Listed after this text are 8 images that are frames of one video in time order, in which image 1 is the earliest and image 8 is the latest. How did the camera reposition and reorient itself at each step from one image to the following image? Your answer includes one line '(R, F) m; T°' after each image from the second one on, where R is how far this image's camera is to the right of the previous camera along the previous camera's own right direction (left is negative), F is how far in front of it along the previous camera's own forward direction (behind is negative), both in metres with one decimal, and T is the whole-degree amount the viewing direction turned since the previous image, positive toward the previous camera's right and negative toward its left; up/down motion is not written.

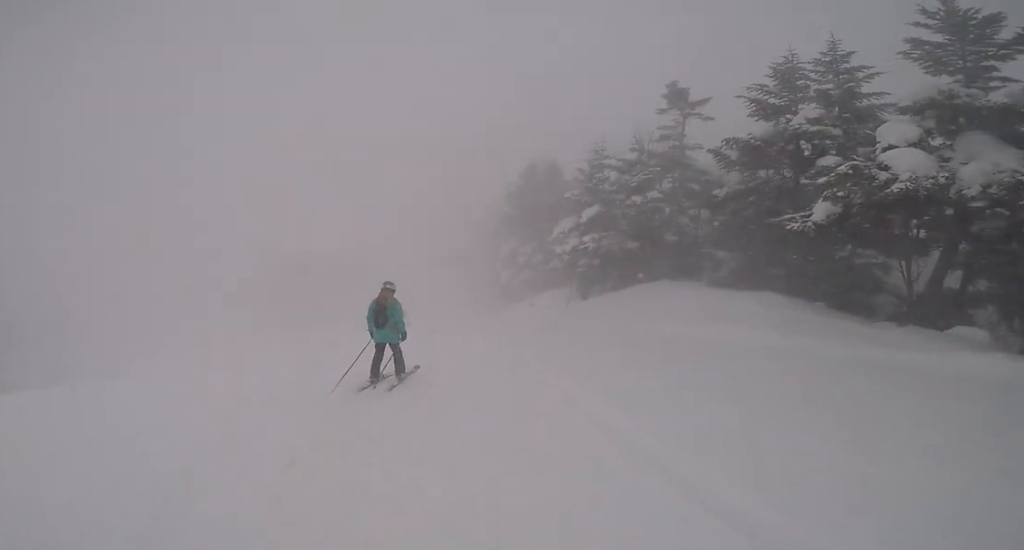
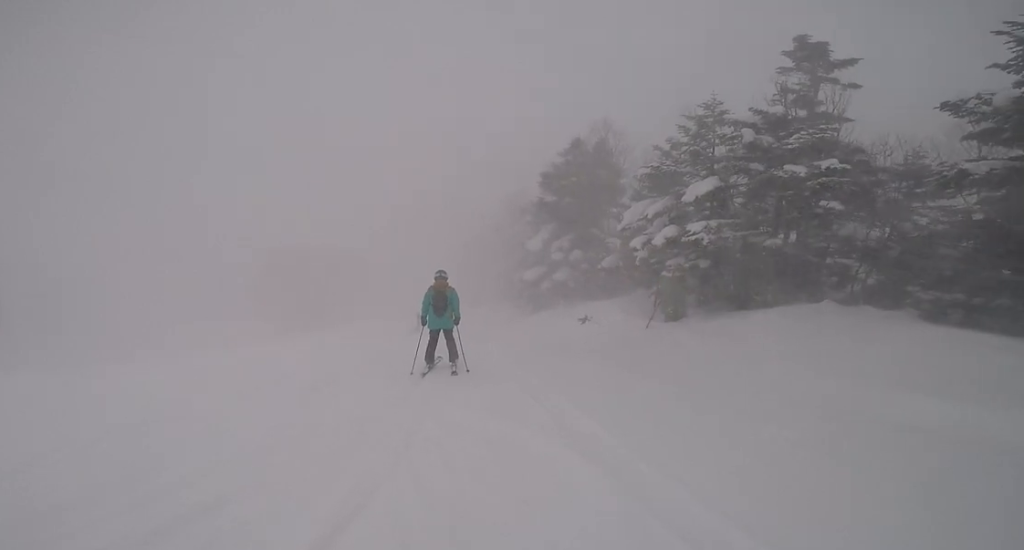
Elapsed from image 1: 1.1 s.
(-0.3, +4.9) m; +3°
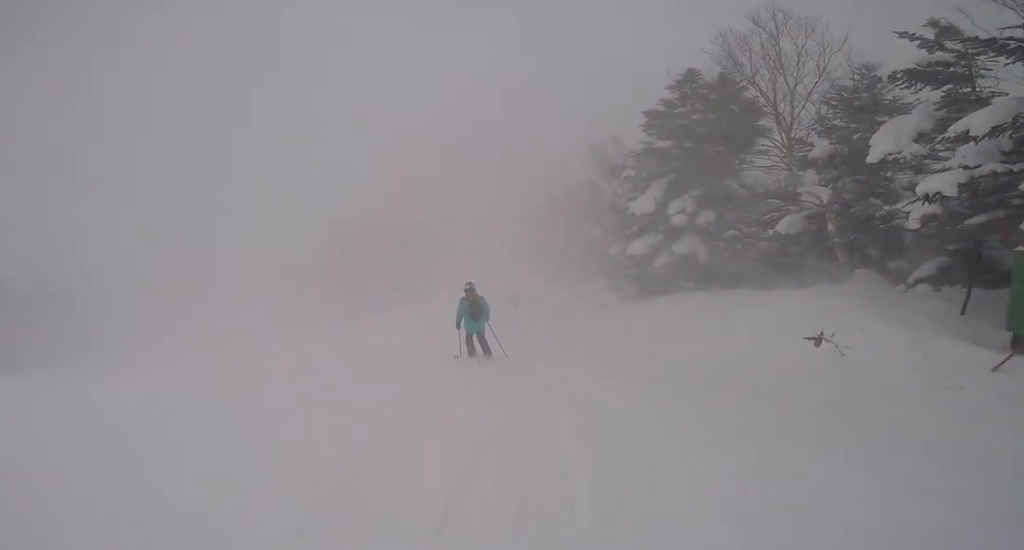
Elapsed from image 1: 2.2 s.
(+0.6, +5.4) m; 0°
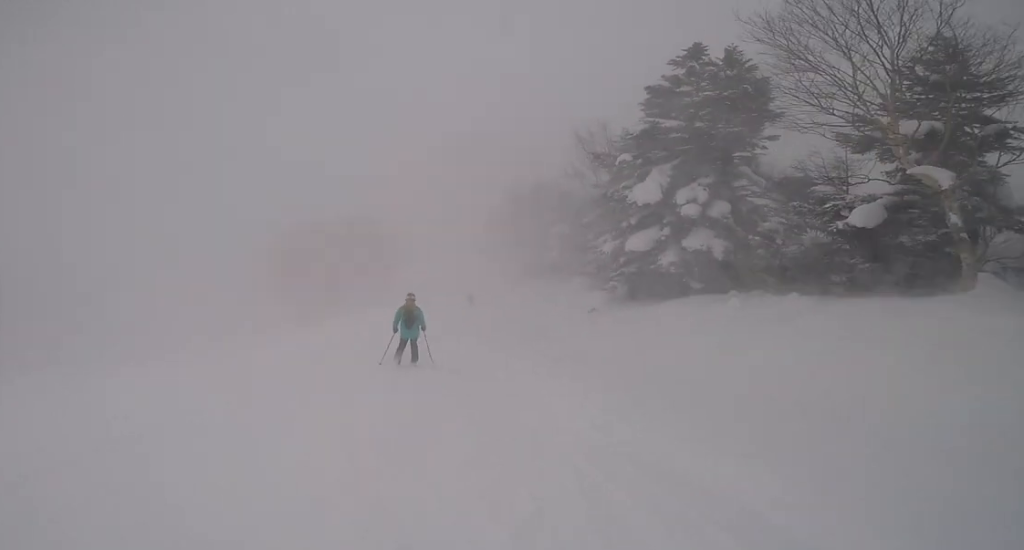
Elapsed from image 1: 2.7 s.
(-0.4, +3.0) m; 0°
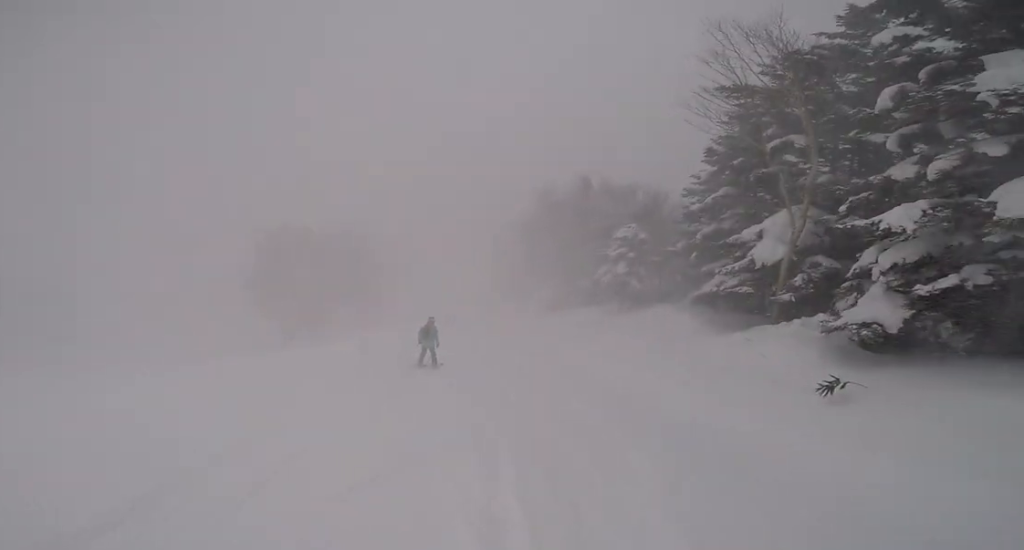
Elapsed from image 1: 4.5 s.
(+0.1, +10.0) m; -1°
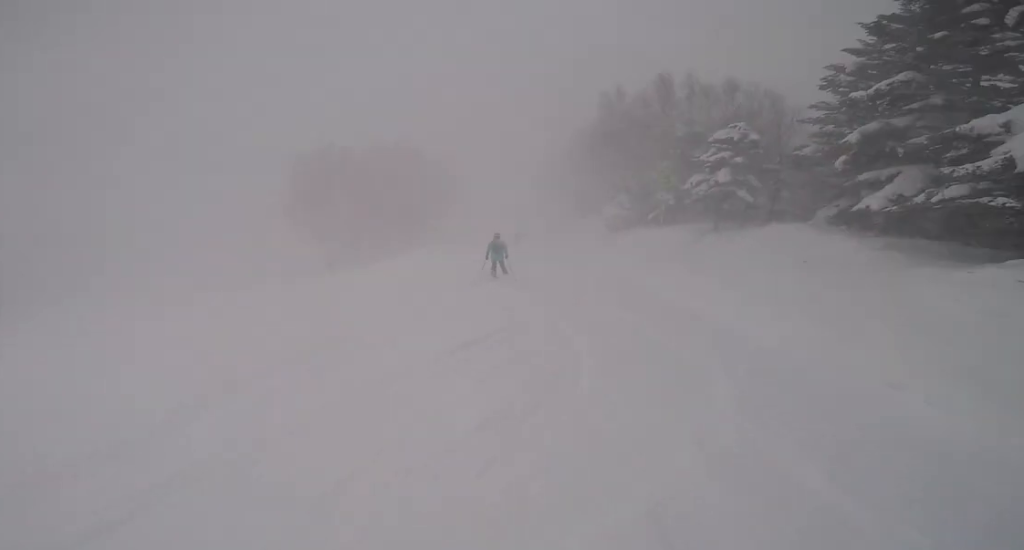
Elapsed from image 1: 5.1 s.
(-0.3, +3.5) m; -1°
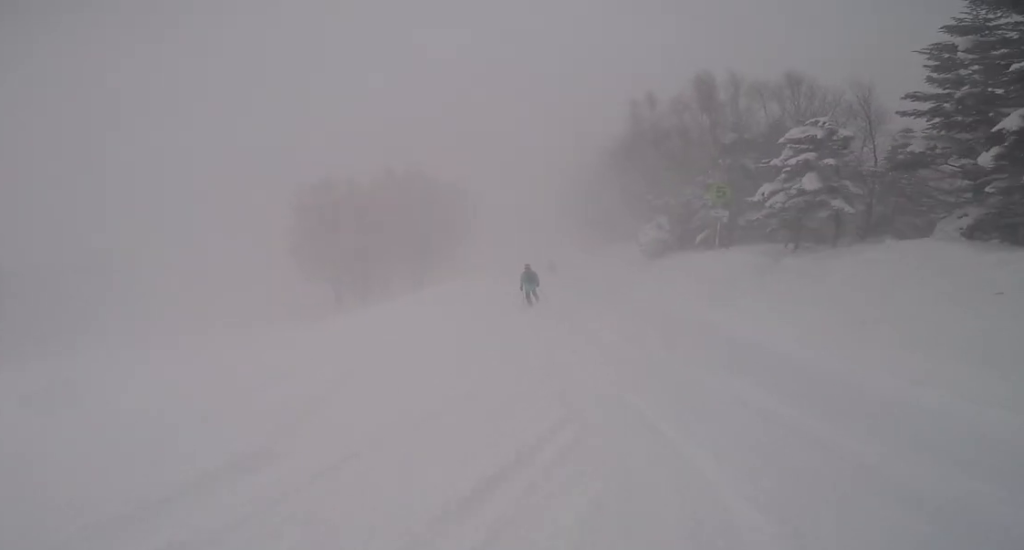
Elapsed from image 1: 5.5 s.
(+0.1, +3.2) m; 0°
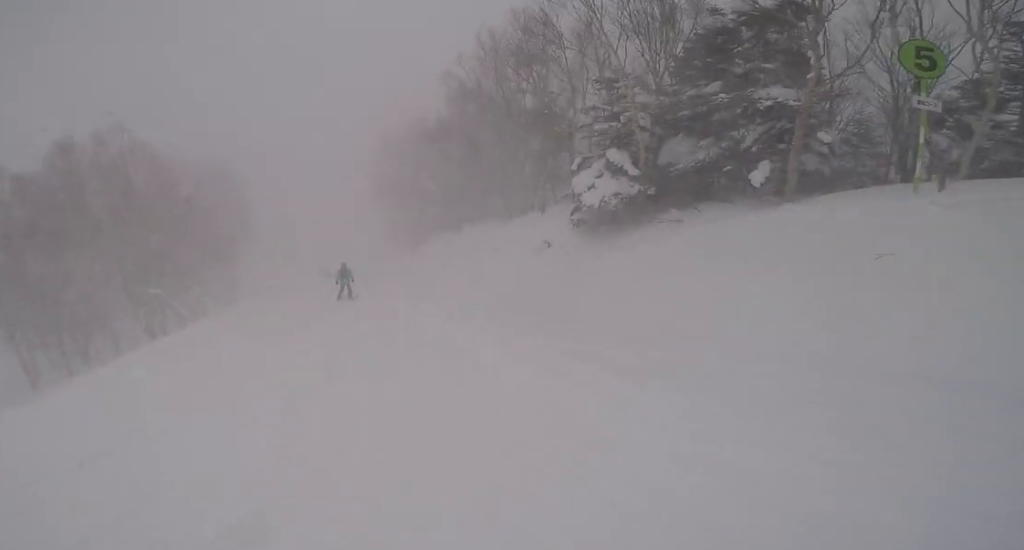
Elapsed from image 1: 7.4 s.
(+0.3, +13.7) m; +3°
